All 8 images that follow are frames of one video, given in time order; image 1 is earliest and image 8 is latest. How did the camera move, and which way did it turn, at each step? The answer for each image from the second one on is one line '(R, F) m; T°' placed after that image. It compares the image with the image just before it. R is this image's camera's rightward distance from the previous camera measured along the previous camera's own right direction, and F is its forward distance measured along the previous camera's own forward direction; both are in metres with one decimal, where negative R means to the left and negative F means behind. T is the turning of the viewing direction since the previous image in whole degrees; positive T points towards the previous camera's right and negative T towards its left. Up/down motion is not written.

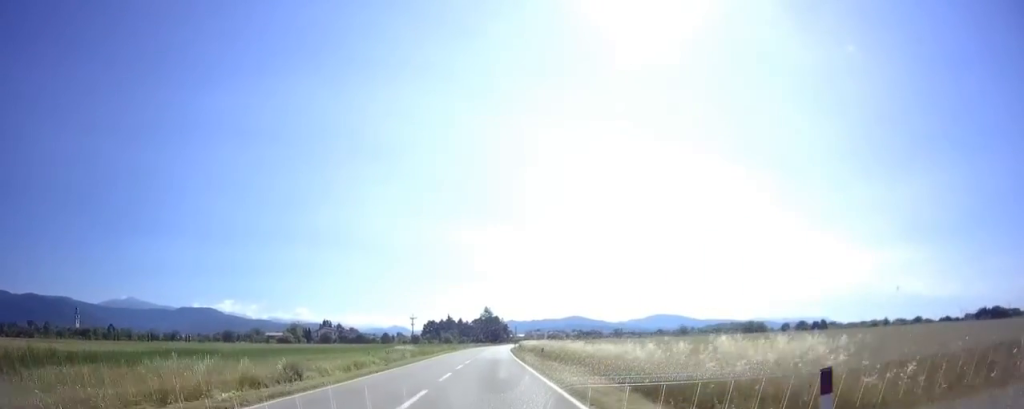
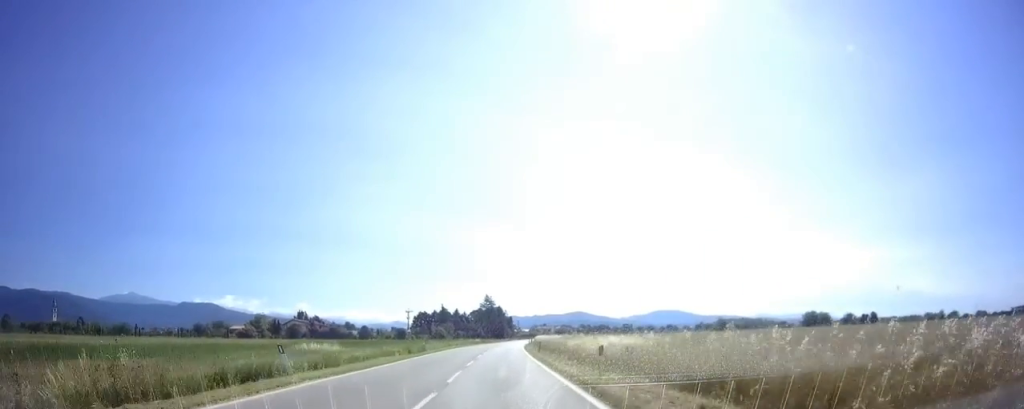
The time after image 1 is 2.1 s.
(+0.7, +38.8) m; +2°
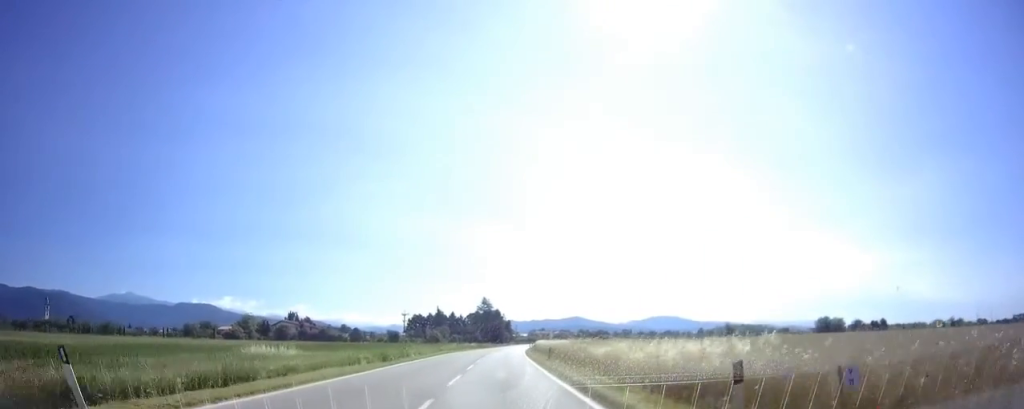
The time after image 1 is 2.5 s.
(0.0, +8.1) m; 0°
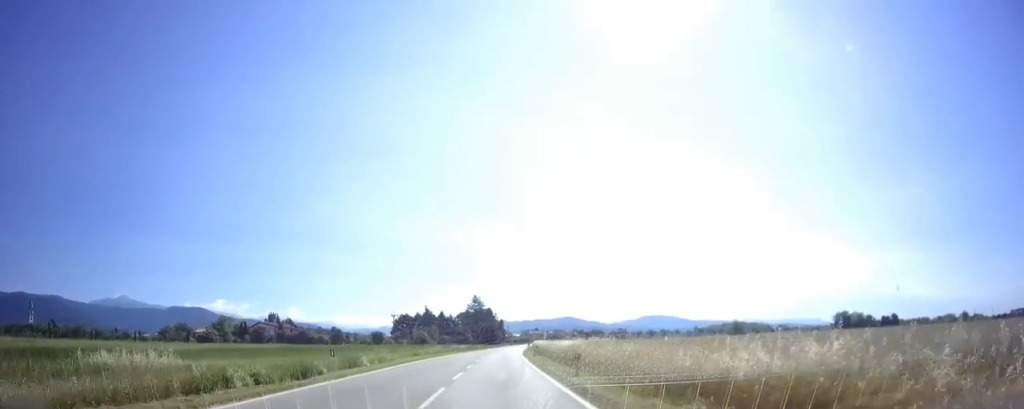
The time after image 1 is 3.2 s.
(0.0, +12.5) m; +1°
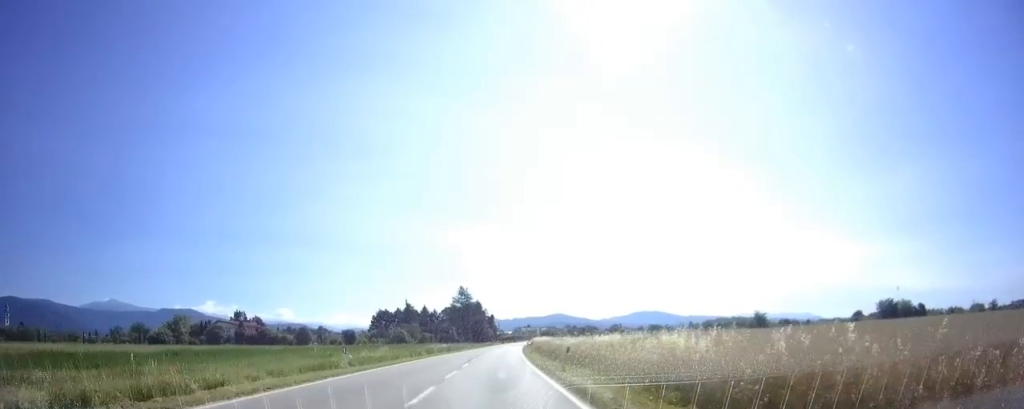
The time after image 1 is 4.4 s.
(+0.4, +22.5) m; 0°
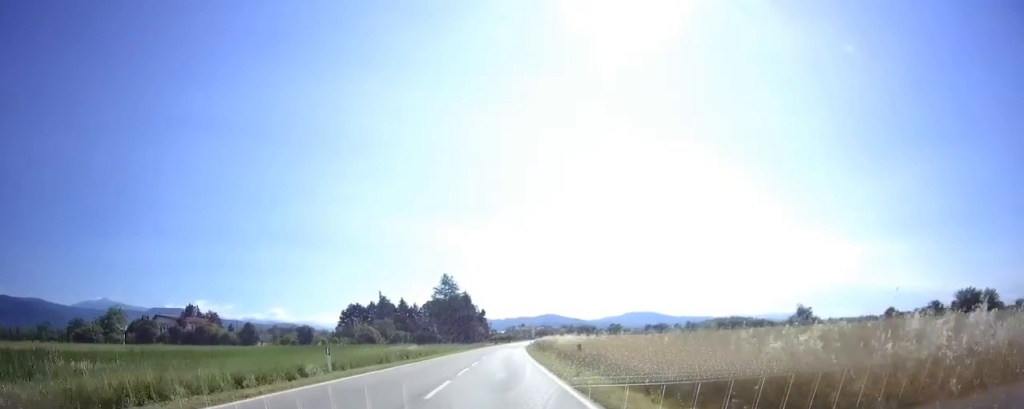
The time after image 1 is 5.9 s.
(+0.2, +27.8) m; +2°
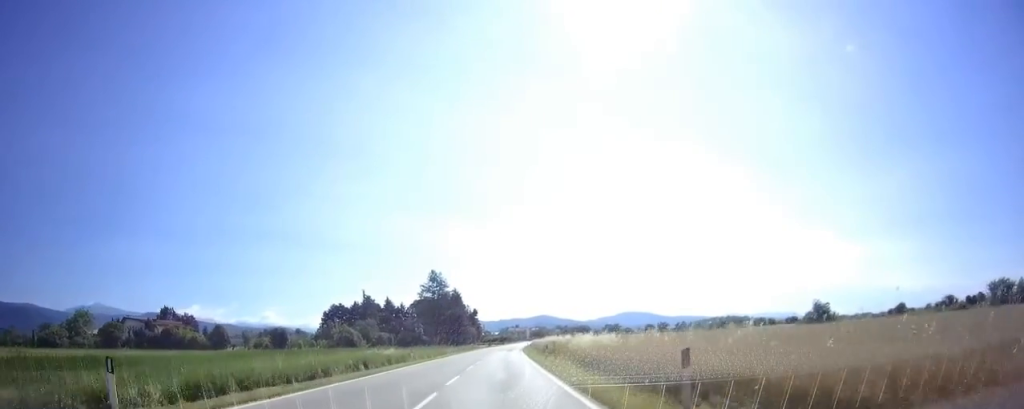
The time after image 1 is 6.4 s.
(+0.4, +10.4) m; +1°
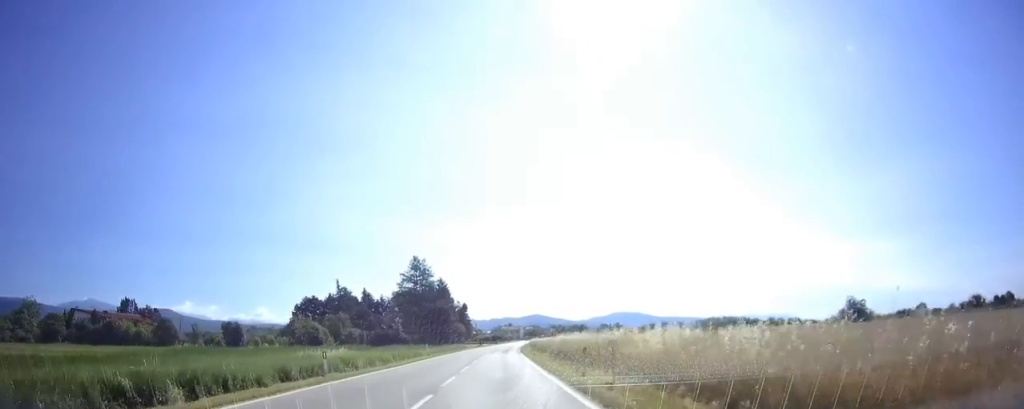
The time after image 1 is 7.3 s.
(-0.4, +16.7) m; -1°
